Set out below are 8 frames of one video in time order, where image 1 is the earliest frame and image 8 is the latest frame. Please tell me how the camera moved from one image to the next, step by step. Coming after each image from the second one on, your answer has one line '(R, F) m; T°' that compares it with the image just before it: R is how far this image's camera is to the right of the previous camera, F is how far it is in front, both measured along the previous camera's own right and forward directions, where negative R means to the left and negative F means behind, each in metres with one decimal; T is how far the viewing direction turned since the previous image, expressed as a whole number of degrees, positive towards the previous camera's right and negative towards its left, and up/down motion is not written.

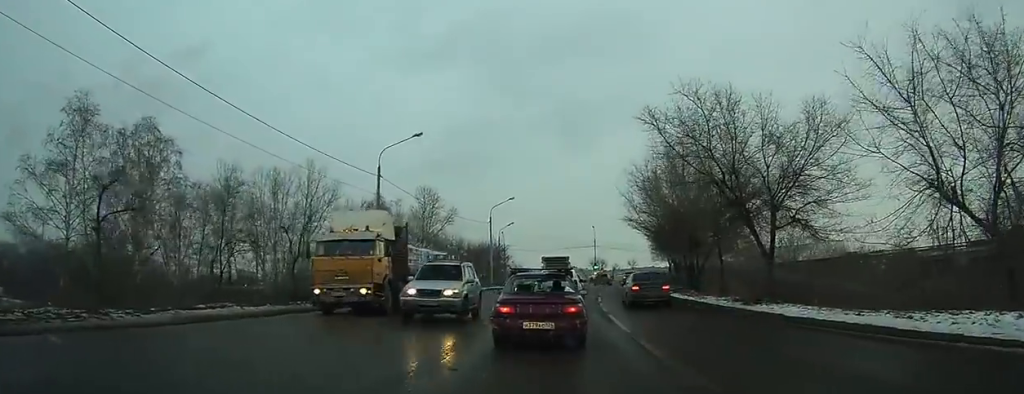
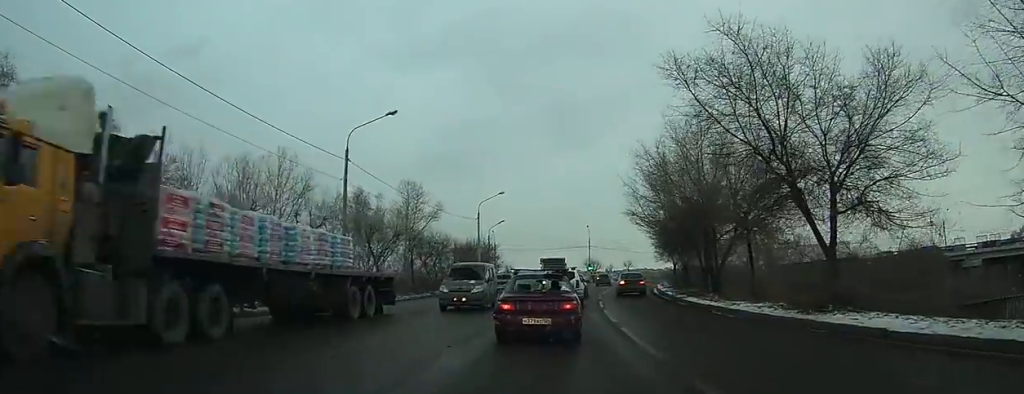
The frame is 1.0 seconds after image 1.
(+0.2, +5.0) m; -2°
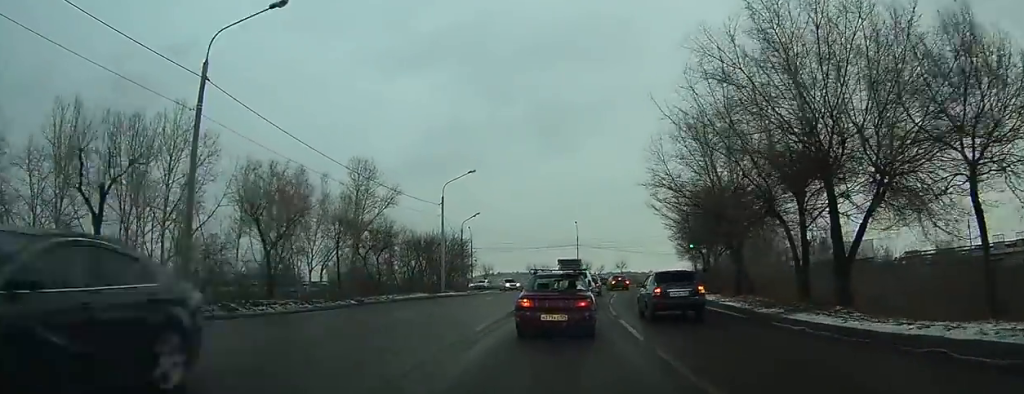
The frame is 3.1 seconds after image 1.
(-1.0, +13.3) m; -5°
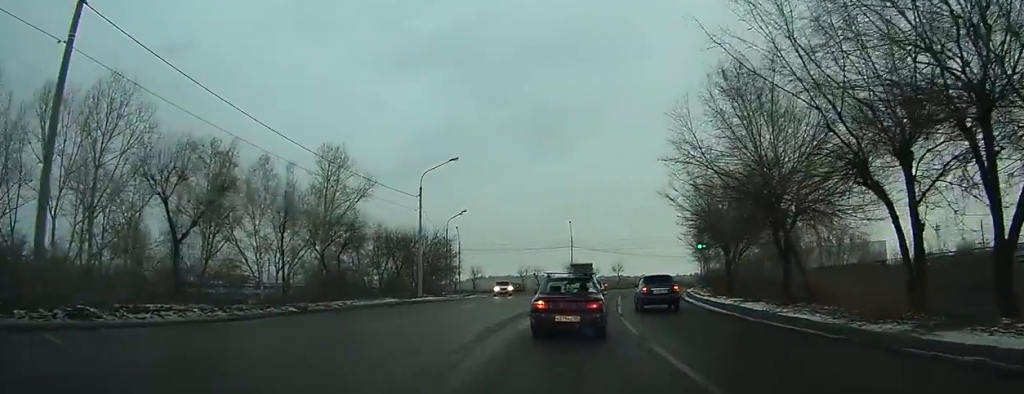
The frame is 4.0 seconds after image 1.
(0.0, +6.1) m; +1°
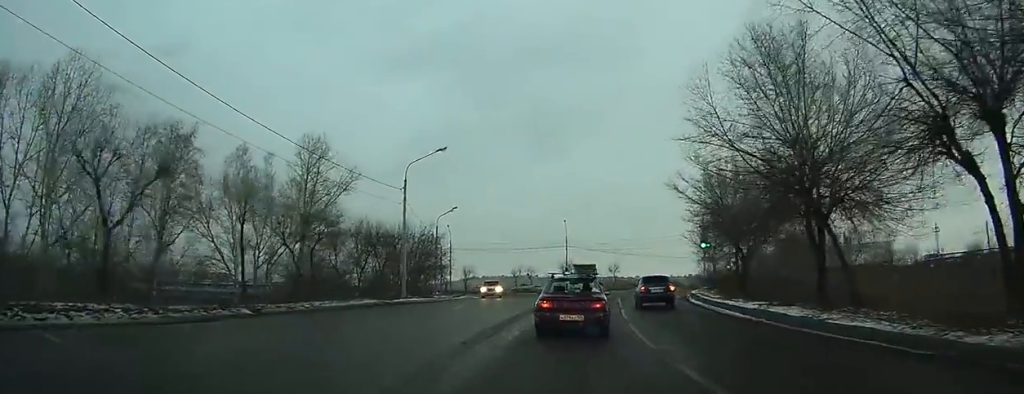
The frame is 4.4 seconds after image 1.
(0.0, +3.1) m; +1°
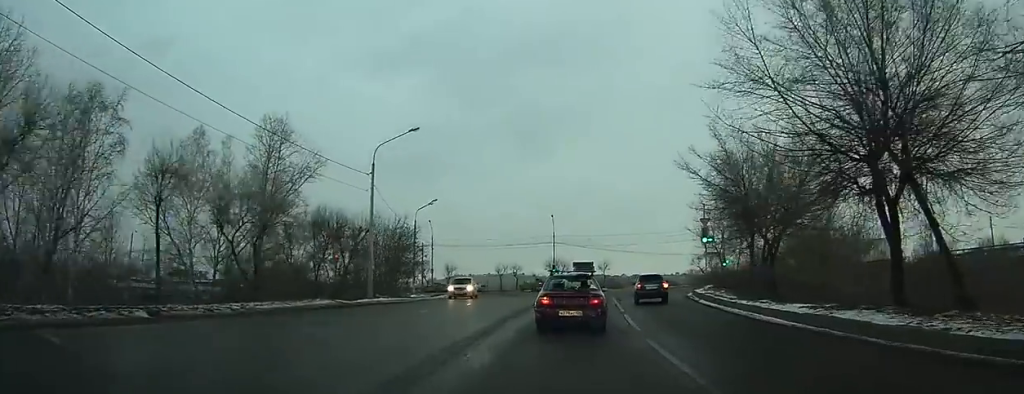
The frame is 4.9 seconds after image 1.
(0.0, +4.4) m; +1°
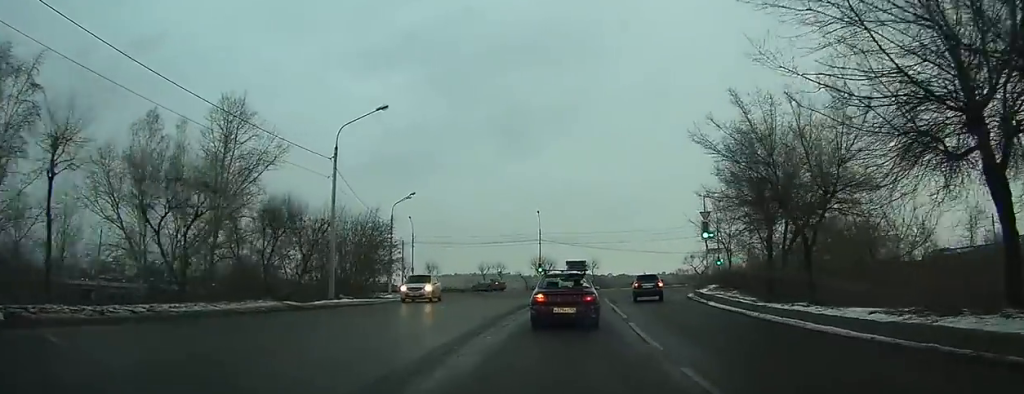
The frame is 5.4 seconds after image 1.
(+0.1, +4.1) m; +1°
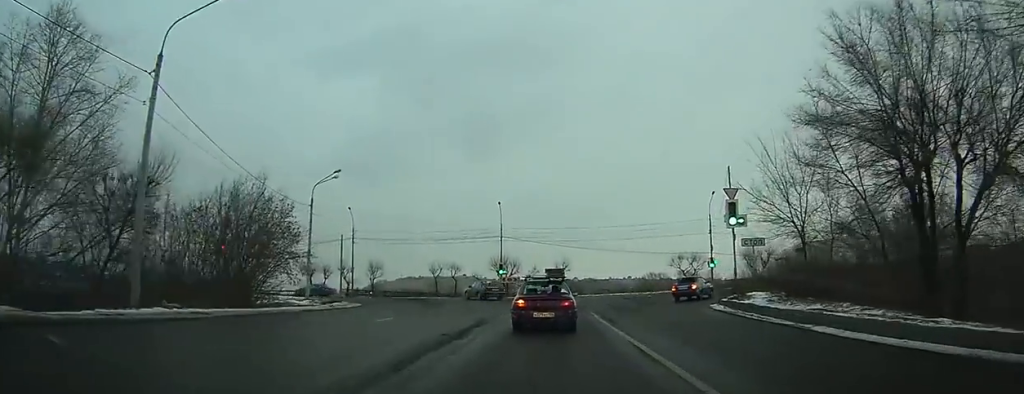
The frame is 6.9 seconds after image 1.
(+0.3, +12.6) m; +2°
